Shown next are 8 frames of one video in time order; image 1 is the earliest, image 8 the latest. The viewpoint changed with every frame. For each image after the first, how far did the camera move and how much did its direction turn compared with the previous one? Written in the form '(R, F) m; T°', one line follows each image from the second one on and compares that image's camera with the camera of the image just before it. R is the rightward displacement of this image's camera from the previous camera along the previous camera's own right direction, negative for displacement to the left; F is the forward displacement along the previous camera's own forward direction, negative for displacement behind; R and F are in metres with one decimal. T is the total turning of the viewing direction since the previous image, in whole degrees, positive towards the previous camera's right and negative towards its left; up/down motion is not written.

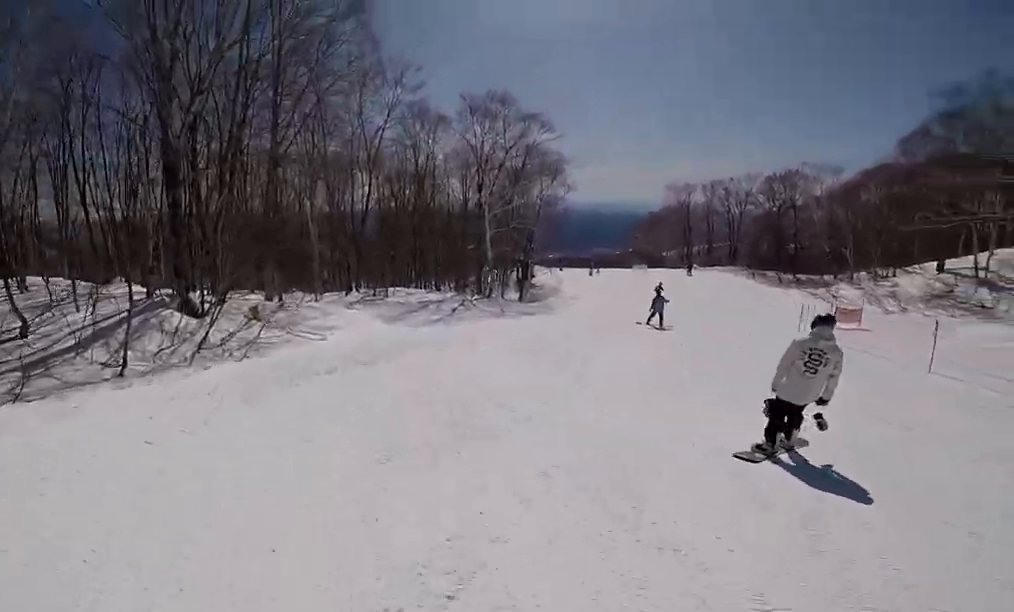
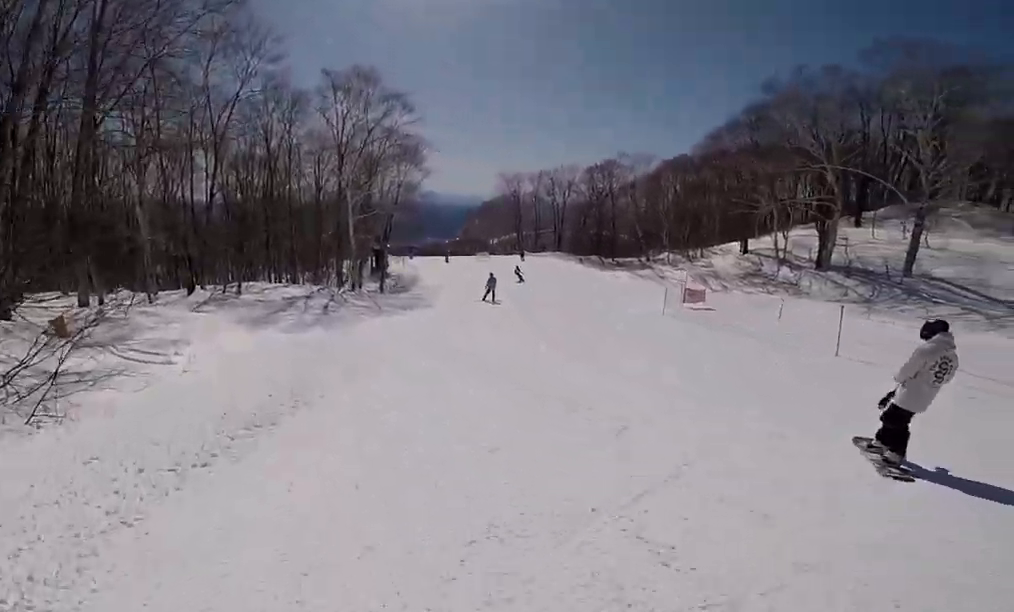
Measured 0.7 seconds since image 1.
(-0.4, +3.9) m; +17°
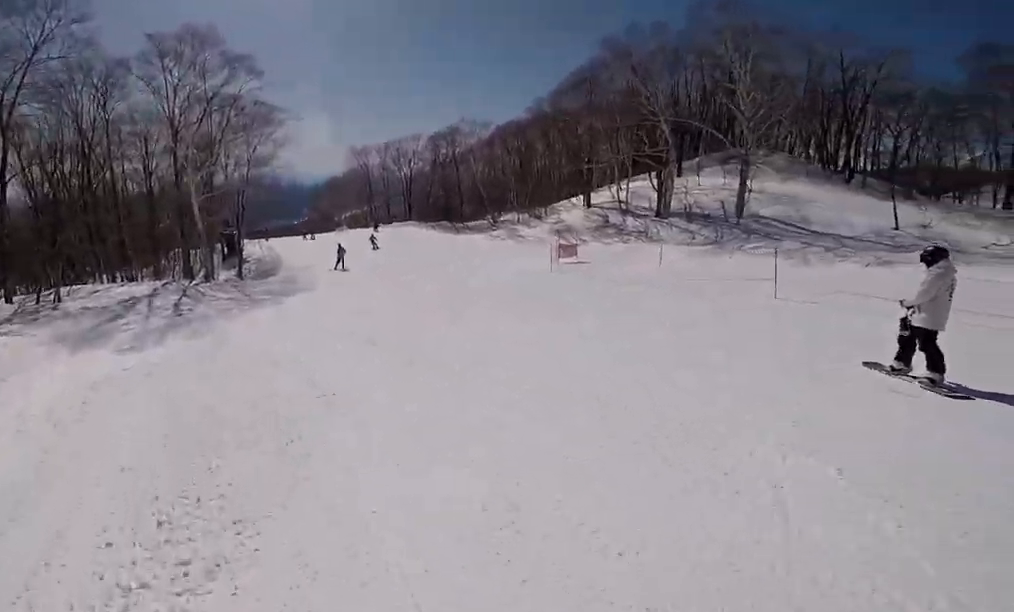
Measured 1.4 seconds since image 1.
(+0.9, +3.3) m; +11°
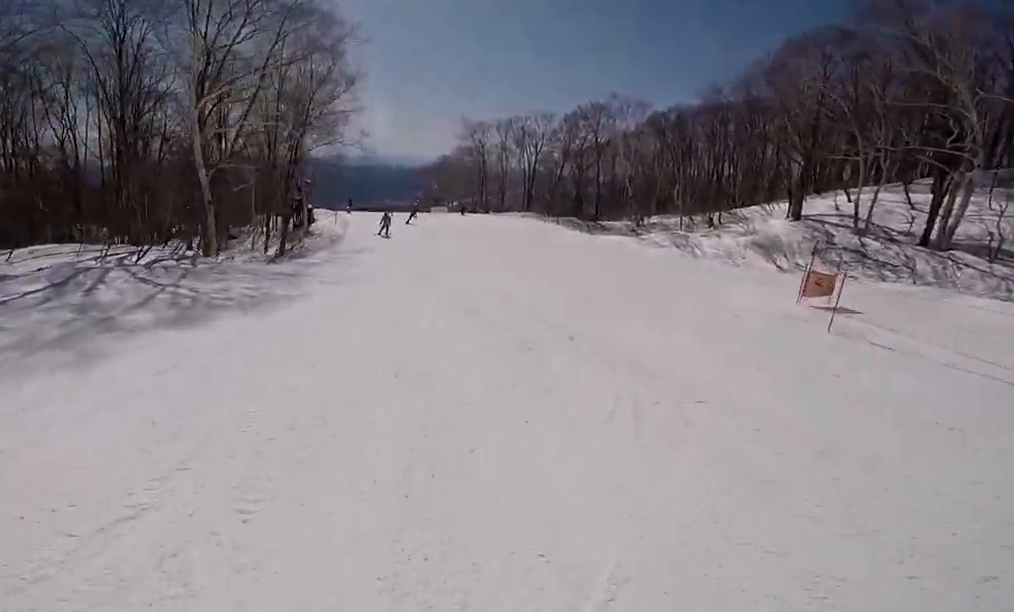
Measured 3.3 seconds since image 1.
(+0.1, +10.6) m; -9°
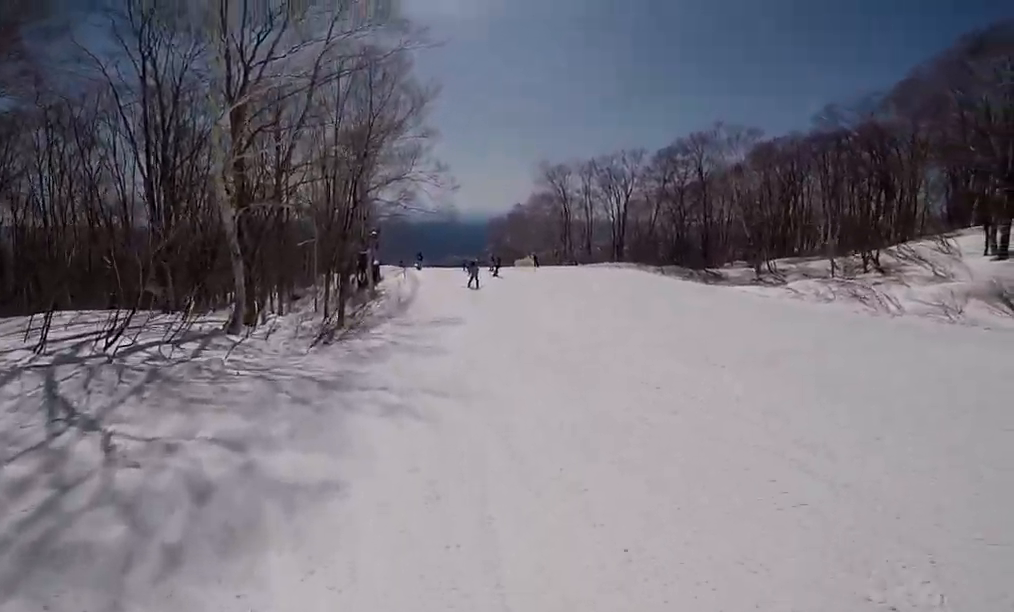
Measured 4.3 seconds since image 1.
(-0.1, +5.6) m; +6°
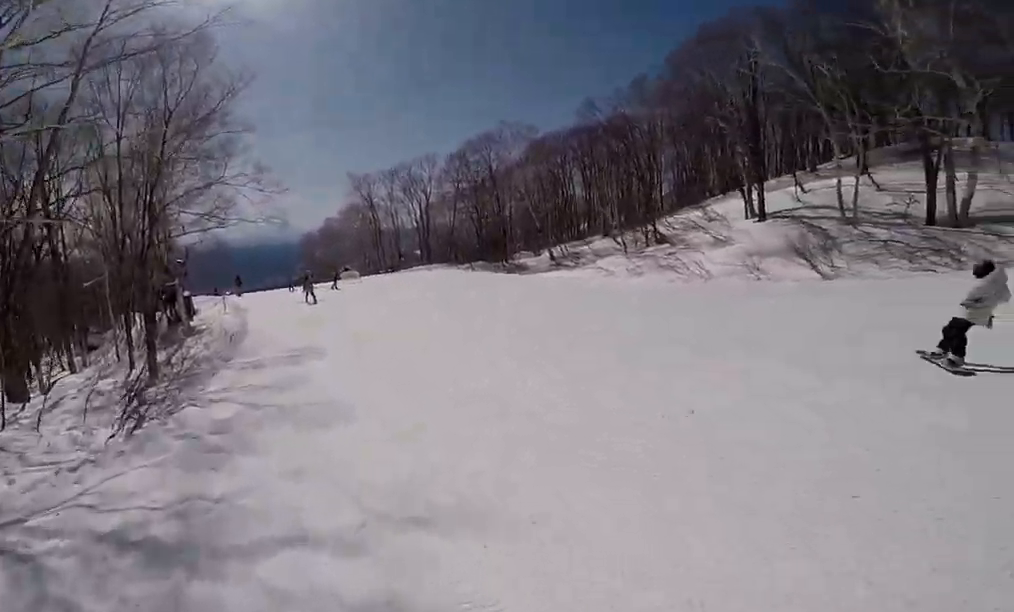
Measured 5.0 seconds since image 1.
(0.0, +3.5) m; +10°
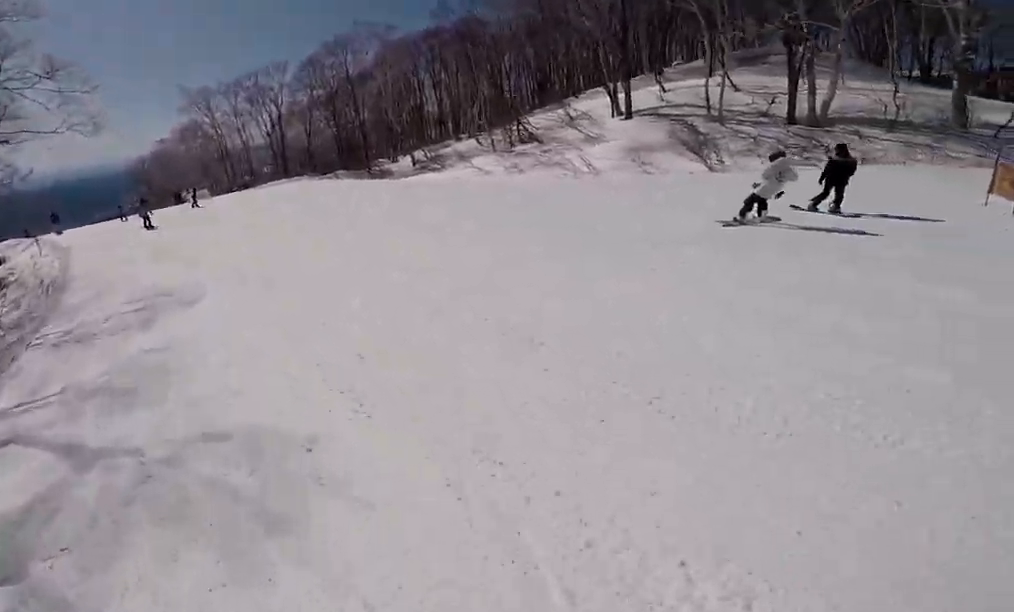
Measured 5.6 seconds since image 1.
(+0.6, +3.3) m; +6°
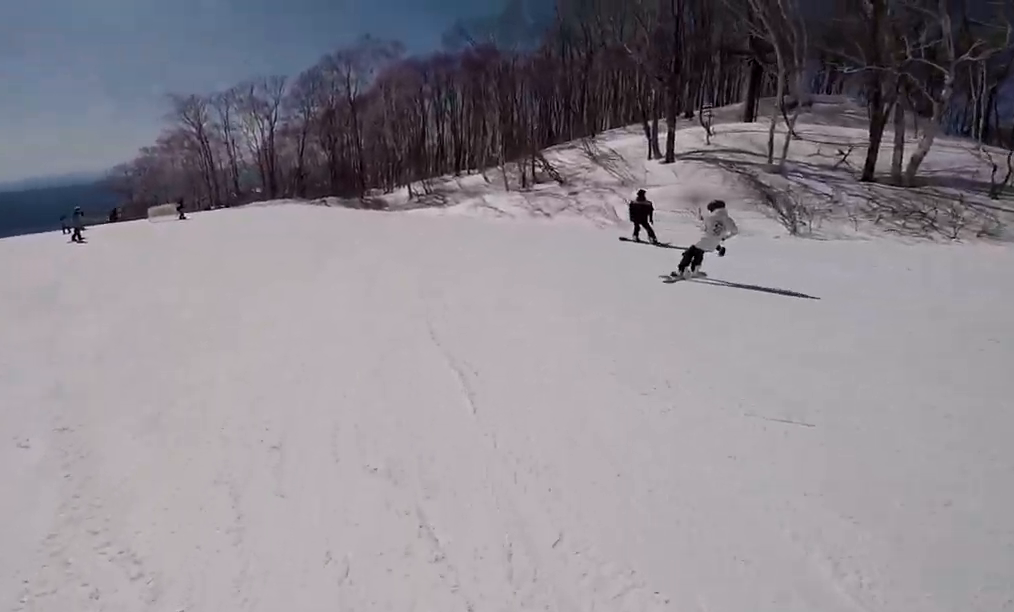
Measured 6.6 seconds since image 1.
(+0.3, +5.2) m; -4°
